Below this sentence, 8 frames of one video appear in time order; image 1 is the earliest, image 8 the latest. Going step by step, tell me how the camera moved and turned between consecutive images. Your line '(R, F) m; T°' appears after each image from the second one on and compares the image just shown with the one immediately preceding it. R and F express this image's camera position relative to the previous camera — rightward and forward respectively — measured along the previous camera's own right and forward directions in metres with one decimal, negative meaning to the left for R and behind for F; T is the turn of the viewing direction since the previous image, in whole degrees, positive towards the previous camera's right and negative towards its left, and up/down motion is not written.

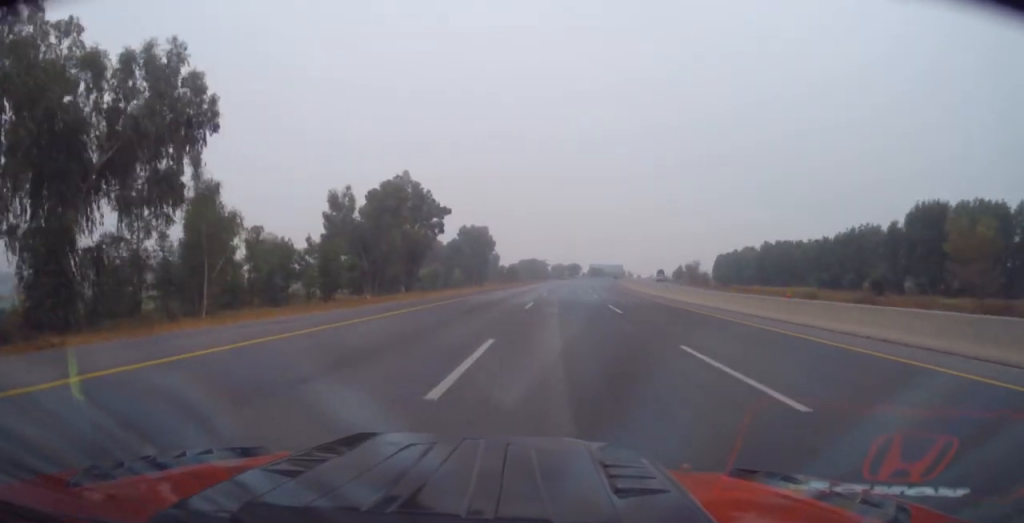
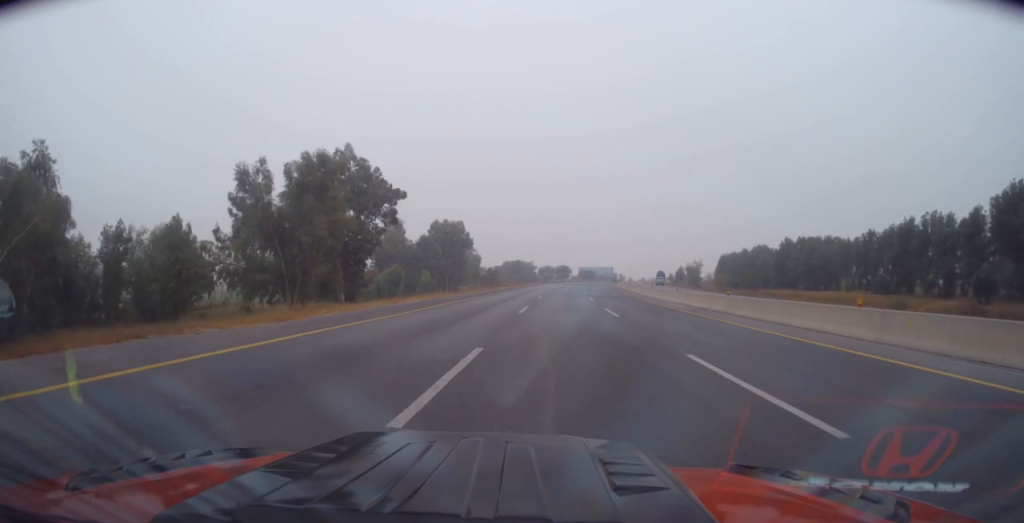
(+0.2, +18.9) m; +1°
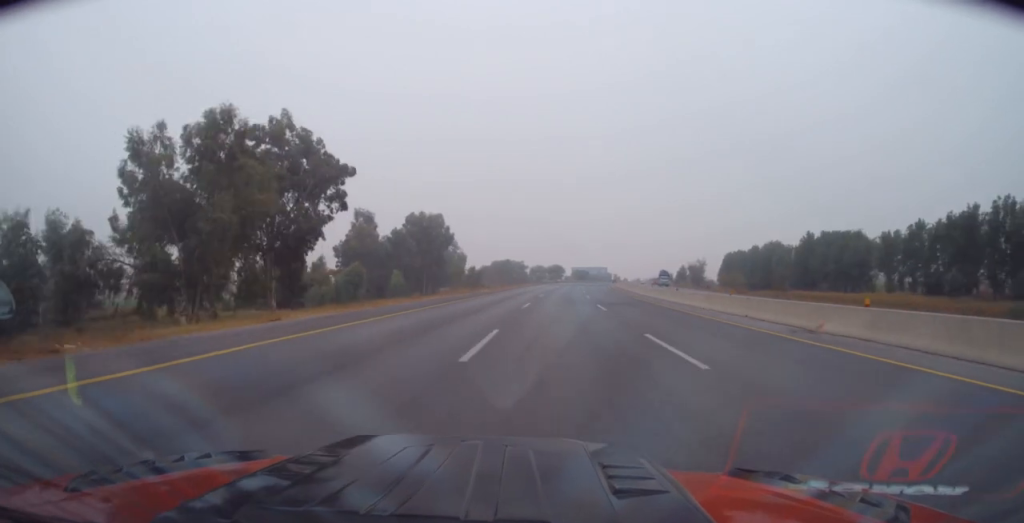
(+0.3, +13.7) m; +1°
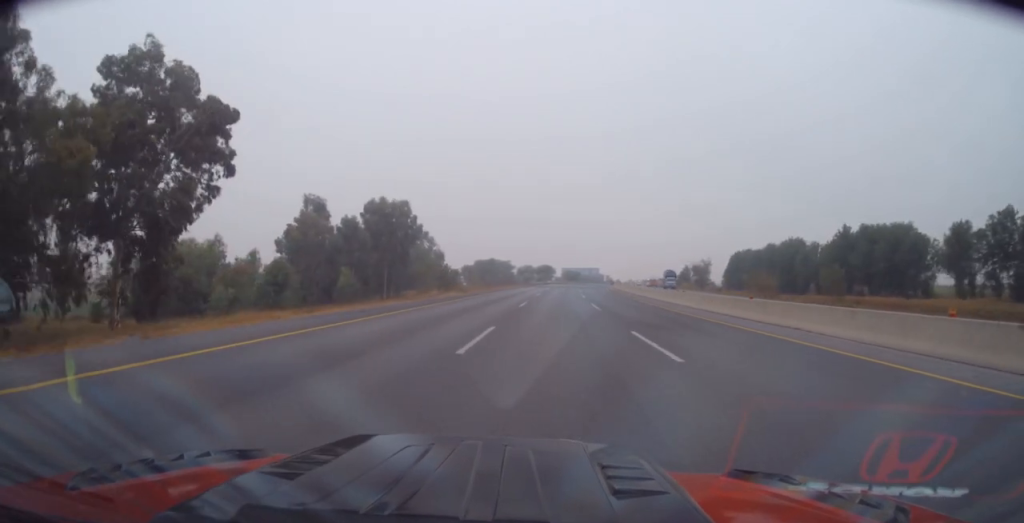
(+0.1, +17.1) m; +1°
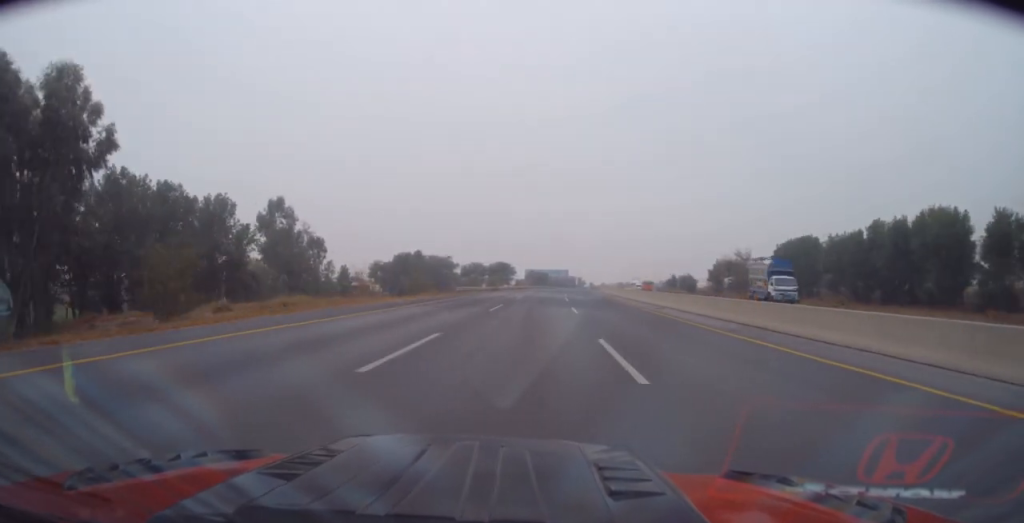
(+1.2, +56.0) m; +2°
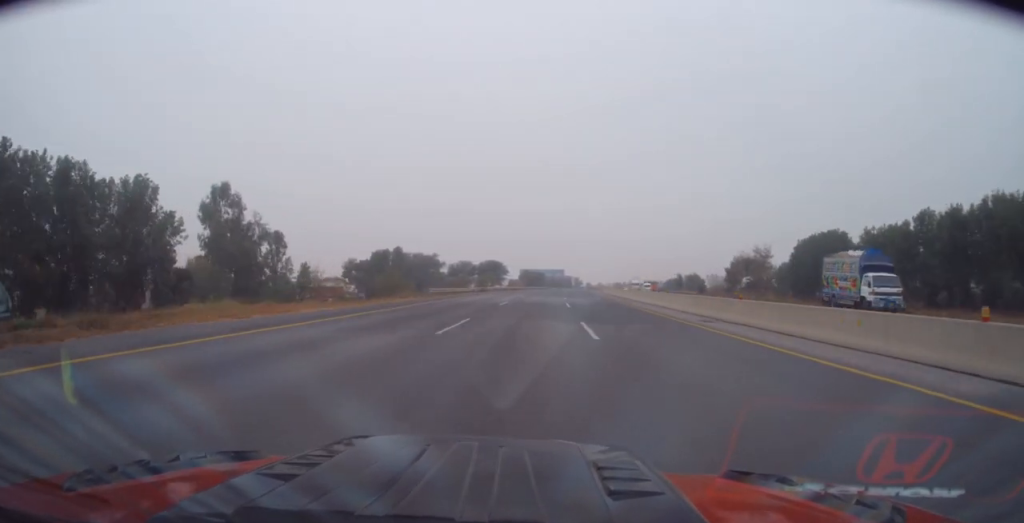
(0.0, +11.8) m; 0°
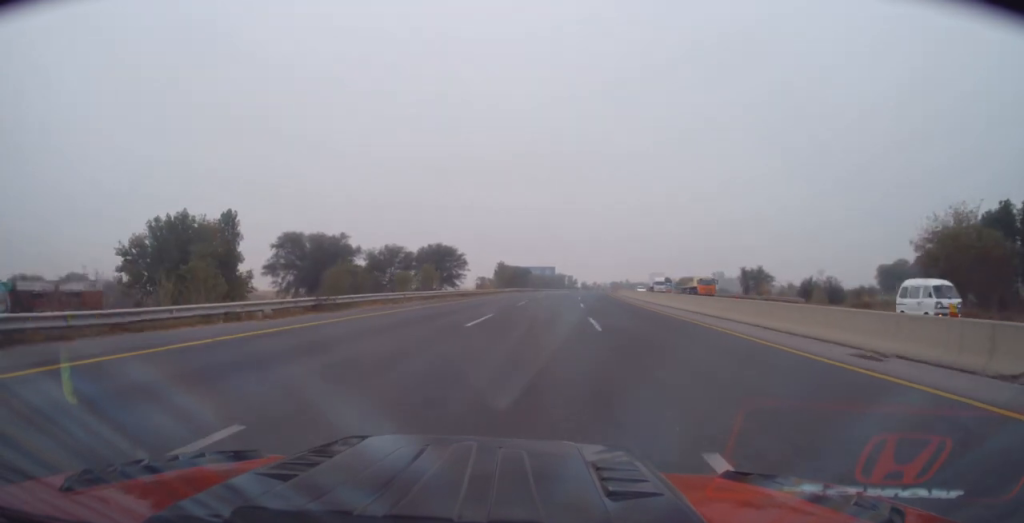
(+1.2, +52.1) m; +2°
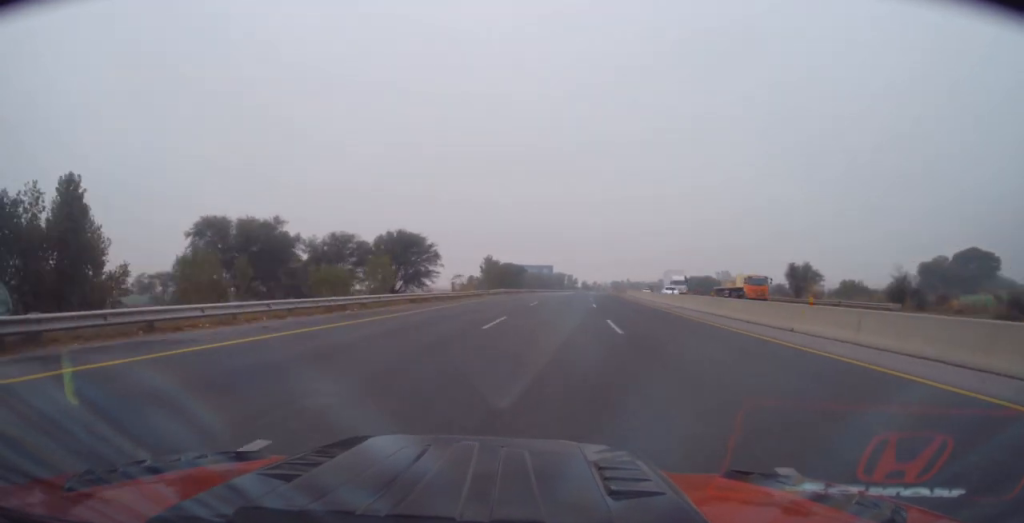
(-0.1, +18.4) m; +1°
